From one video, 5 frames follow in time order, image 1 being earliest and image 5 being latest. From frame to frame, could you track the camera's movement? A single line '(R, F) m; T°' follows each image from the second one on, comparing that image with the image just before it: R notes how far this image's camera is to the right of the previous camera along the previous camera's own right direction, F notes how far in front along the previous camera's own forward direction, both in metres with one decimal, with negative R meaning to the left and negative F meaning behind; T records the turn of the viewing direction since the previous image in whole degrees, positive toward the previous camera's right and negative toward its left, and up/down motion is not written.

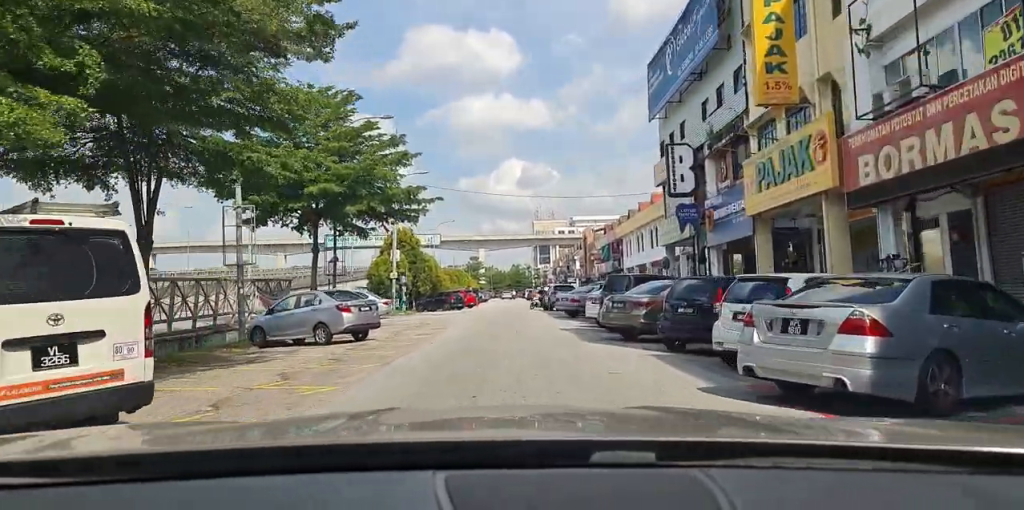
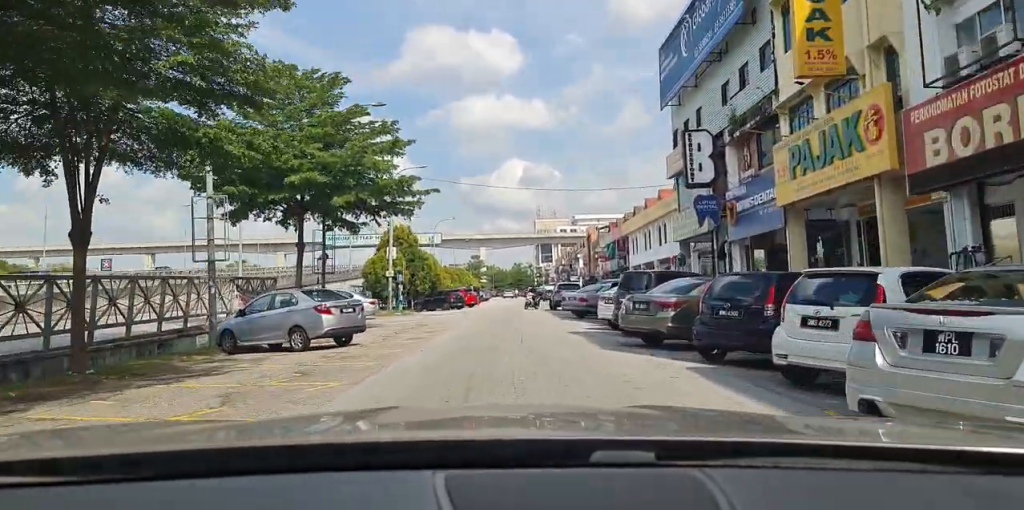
(-0.1, +2.9) m; -1°
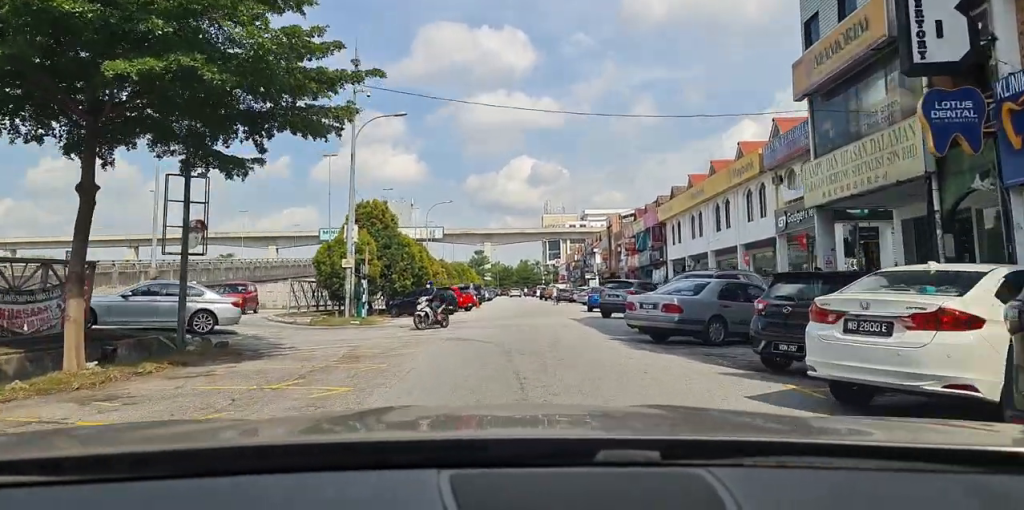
(+0.1, +16.8) m; -1°
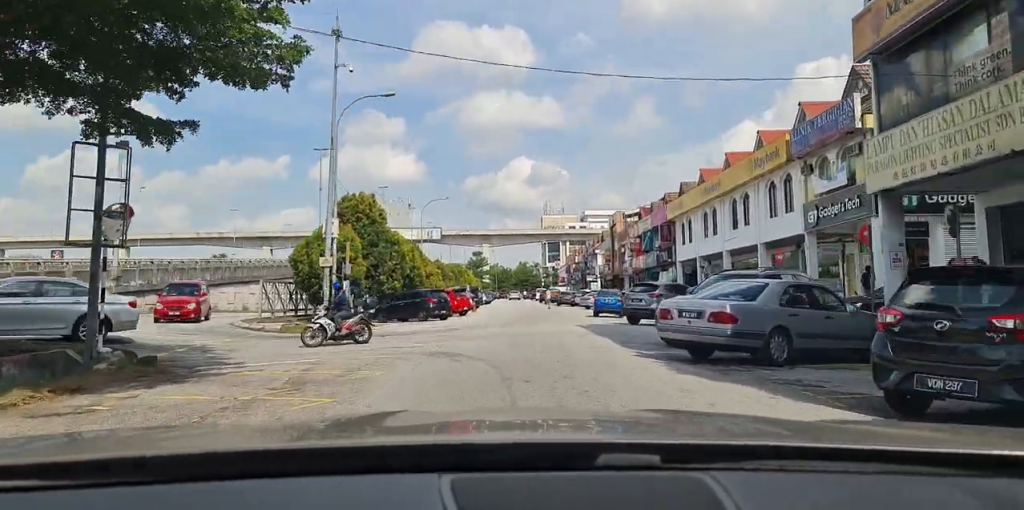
(-0.2, +3.7) m; -3°
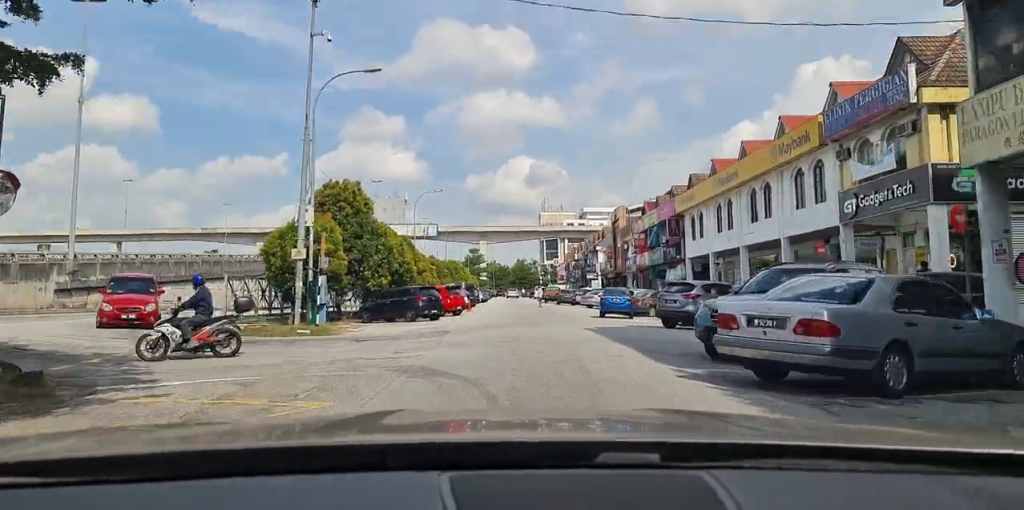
(-0.1, +3.7) m; -2°
